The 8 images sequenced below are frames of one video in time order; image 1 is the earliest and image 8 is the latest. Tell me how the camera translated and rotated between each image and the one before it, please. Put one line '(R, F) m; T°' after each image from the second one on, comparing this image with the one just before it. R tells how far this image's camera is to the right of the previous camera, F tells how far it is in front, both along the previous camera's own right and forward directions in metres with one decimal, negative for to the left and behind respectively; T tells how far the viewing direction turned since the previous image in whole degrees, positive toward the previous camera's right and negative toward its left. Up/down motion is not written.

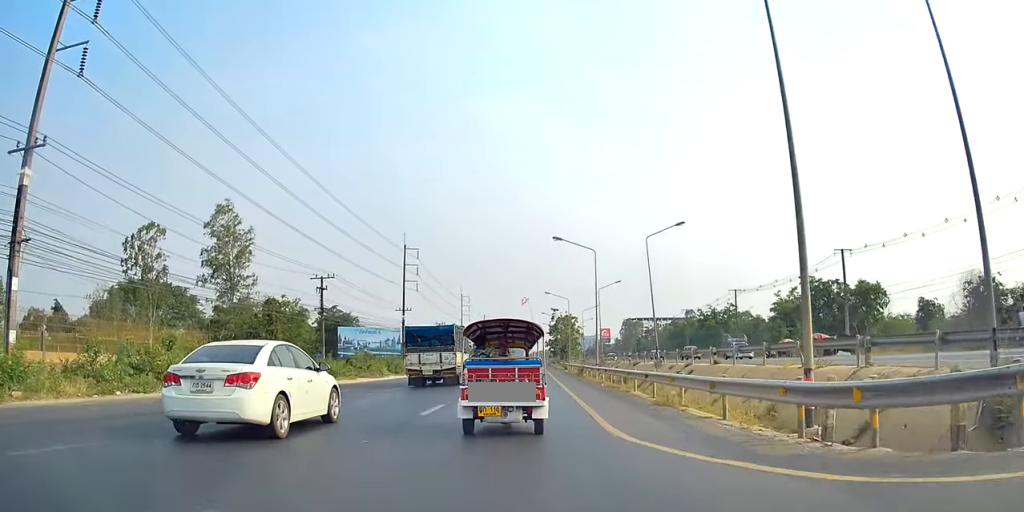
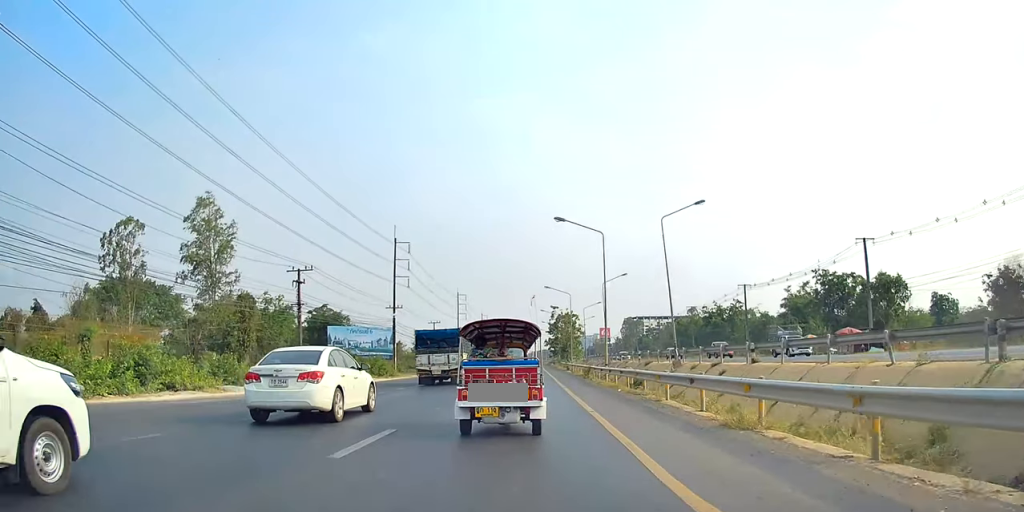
(+0.5, +6.7) m; 0°
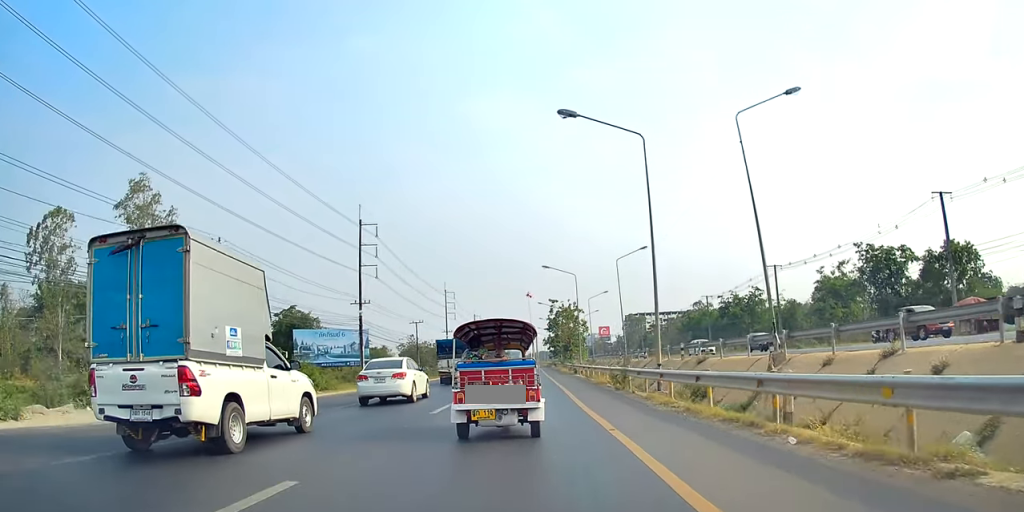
(-0.5, +16.8) m; -1°
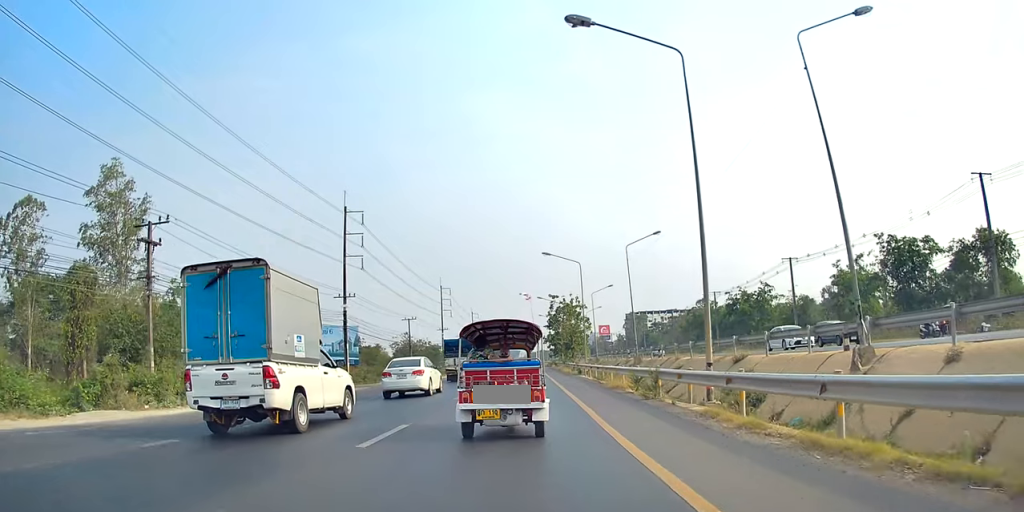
(+0.1, +6.6) m; +1°
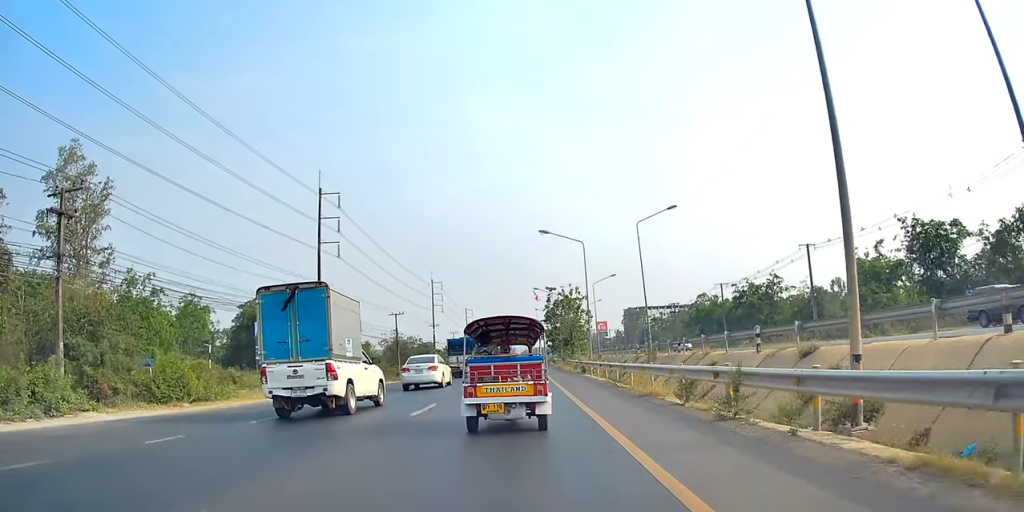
(0.0, +7.8) m; +2°
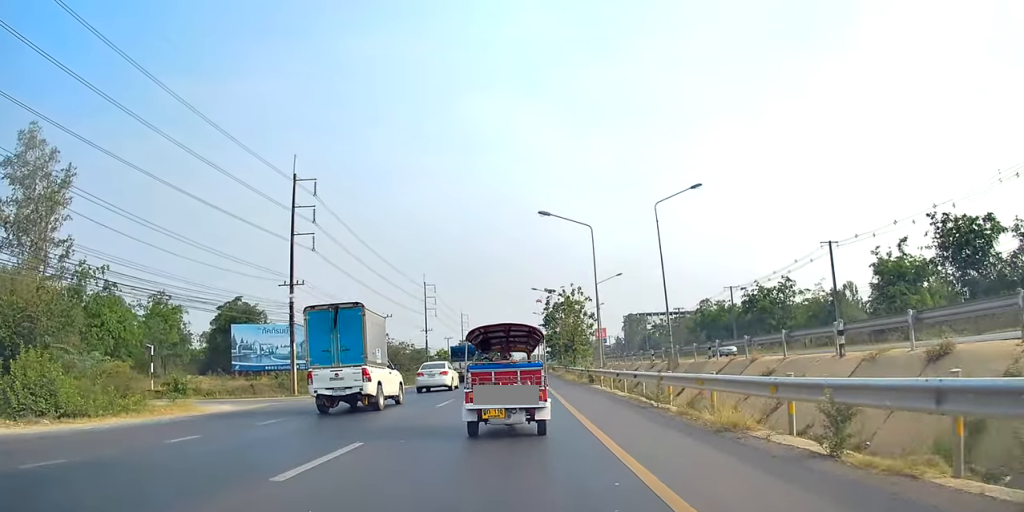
(+0.3, +7.5) m; -1°
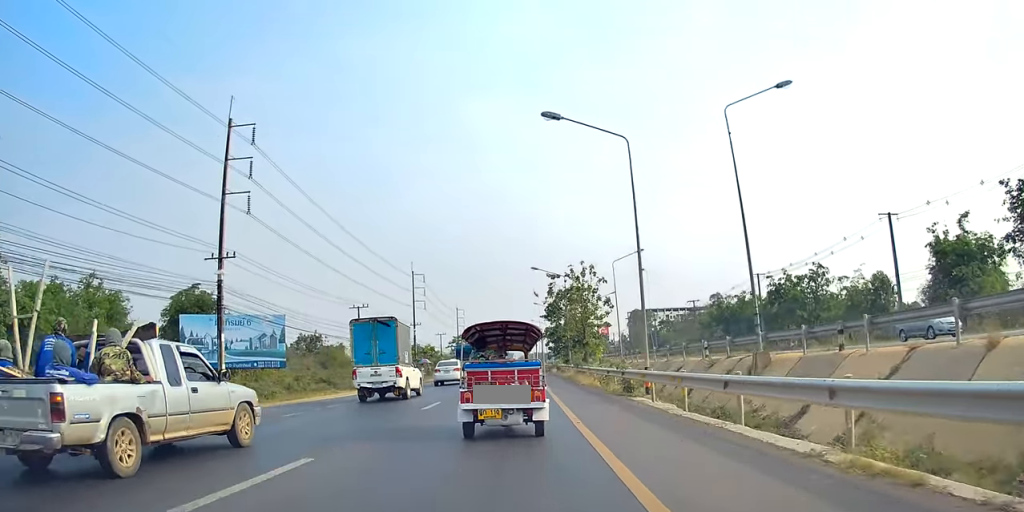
(-0.7, +14.0) m; -1°
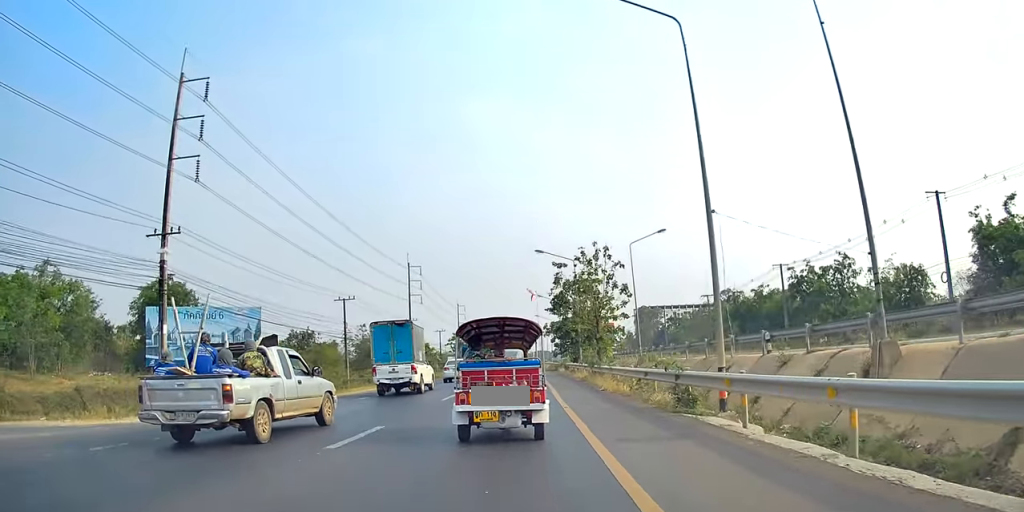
(+0.5, +8.0) m; +3°
